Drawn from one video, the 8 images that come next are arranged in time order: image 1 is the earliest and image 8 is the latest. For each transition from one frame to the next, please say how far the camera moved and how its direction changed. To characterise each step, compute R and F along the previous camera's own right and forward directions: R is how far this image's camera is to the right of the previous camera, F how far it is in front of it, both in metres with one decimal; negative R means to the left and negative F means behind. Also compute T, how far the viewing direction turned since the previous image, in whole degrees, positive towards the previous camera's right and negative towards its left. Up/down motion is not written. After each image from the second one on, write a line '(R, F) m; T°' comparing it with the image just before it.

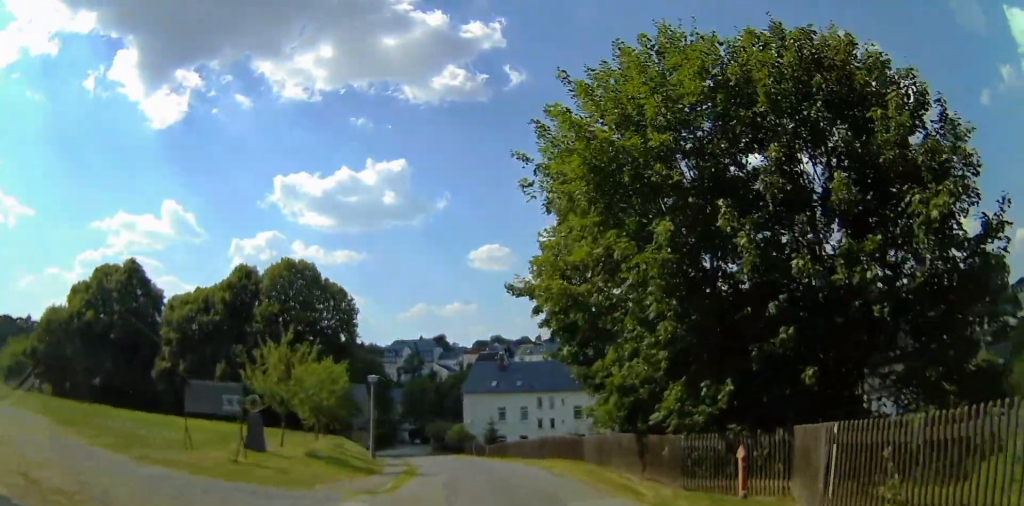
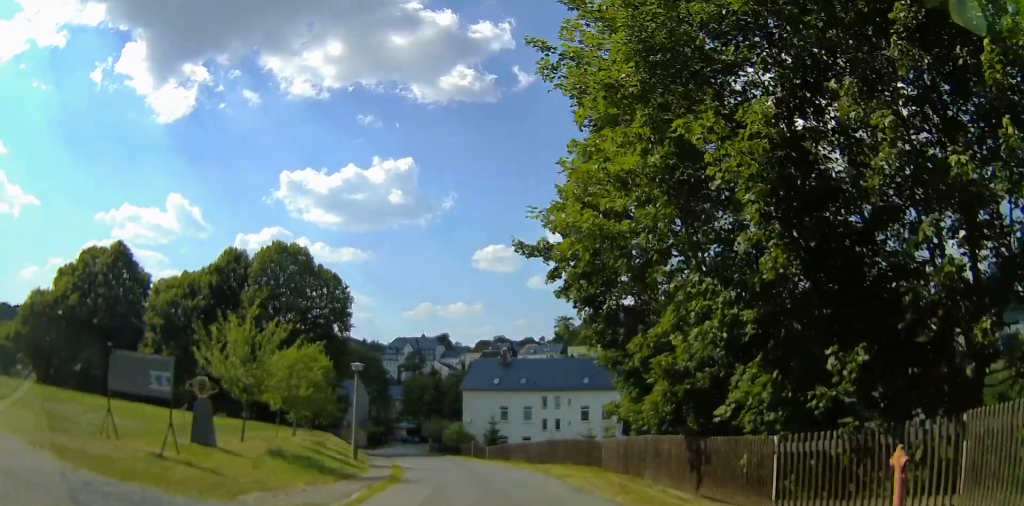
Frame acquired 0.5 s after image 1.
(-0.2, +4.3) m; -2°
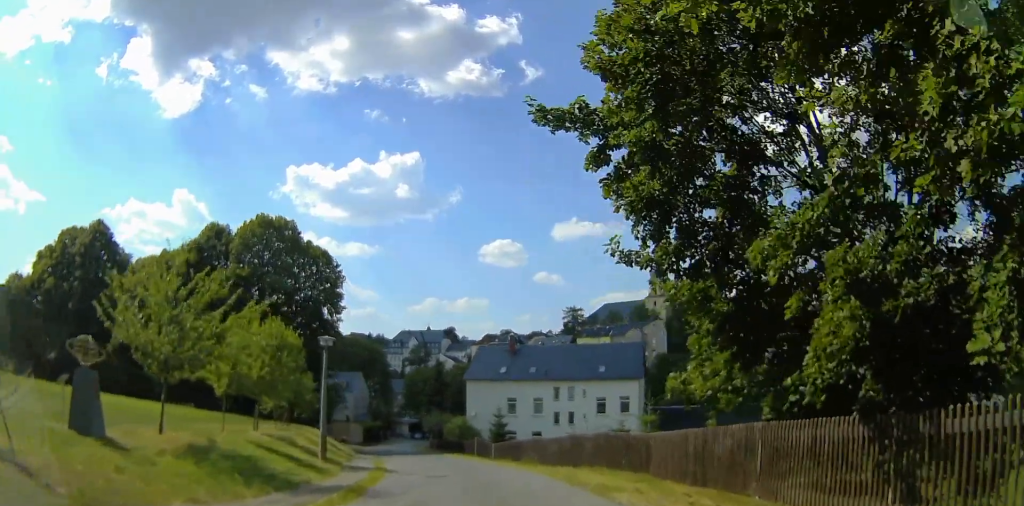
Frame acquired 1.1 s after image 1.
(-0.1, +6.4) m; -4°
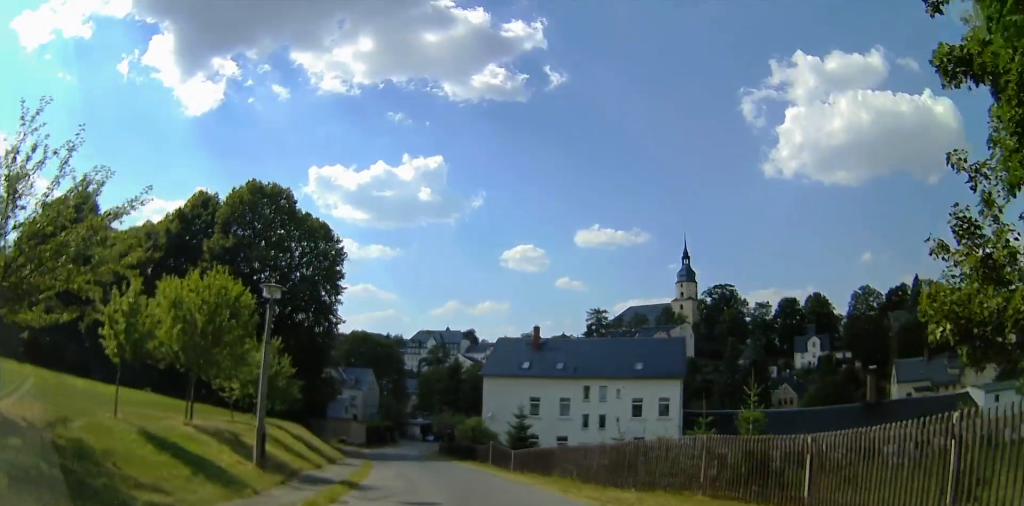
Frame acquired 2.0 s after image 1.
(-0.3, +7.8) m; -5°
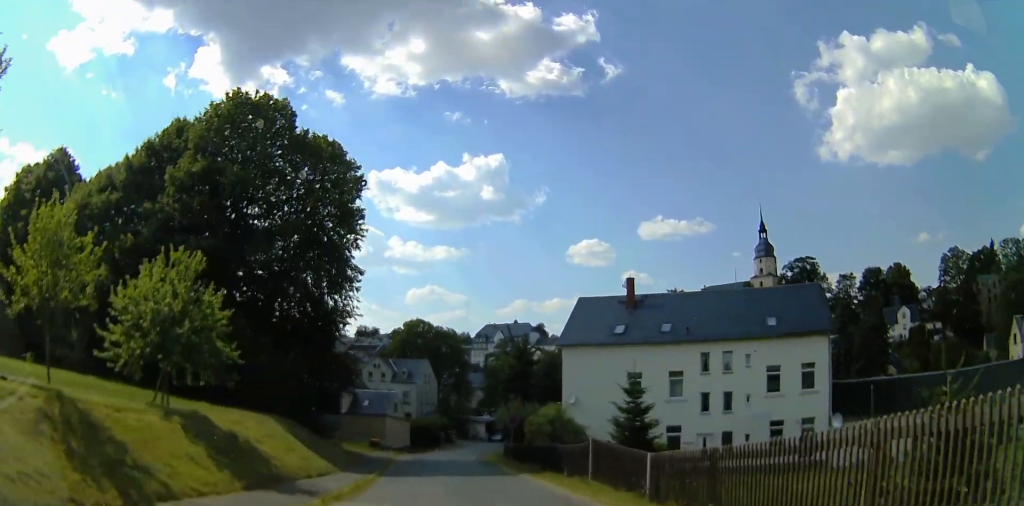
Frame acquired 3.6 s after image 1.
(-1.1, +16.2) m; -4°
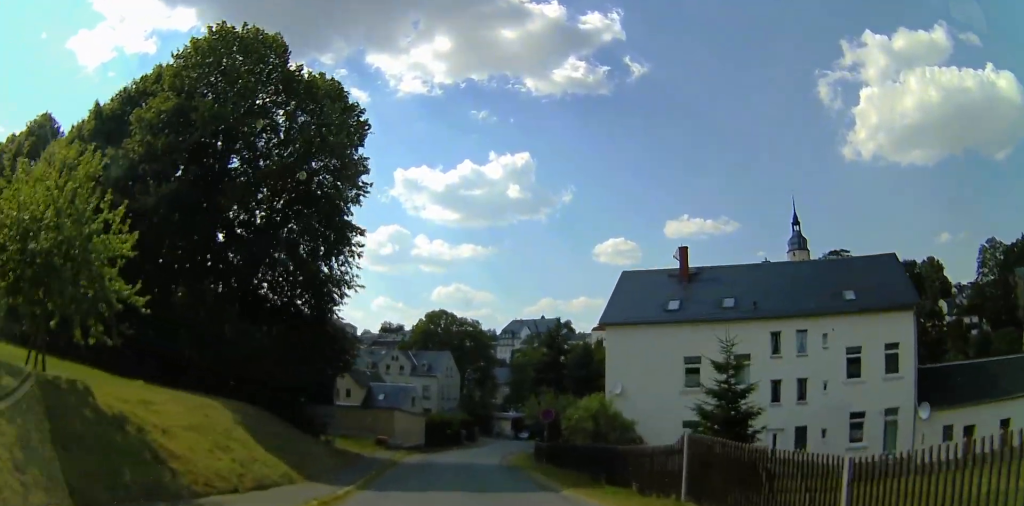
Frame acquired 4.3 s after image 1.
(0.0, +6.9) m; 0°
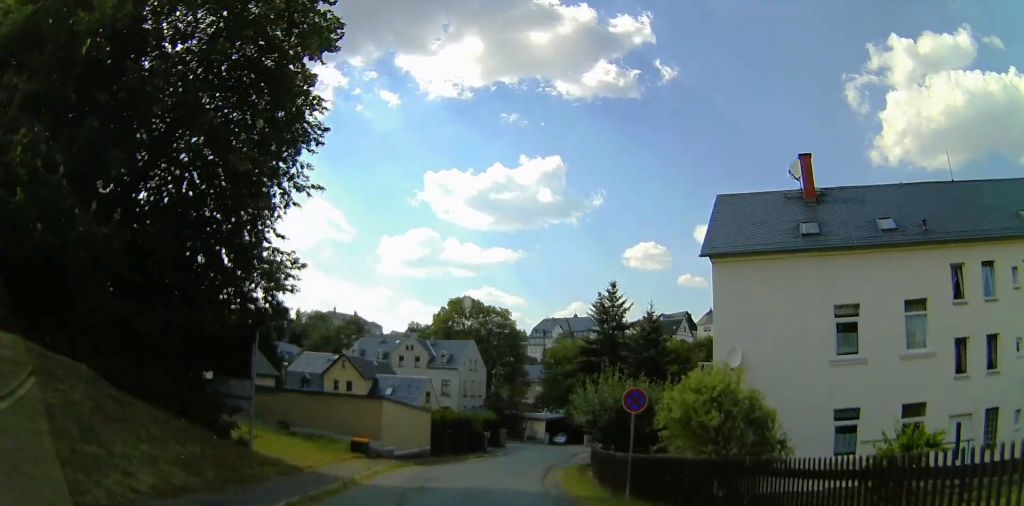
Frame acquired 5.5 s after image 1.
(0.0, +12.5) m; +2°
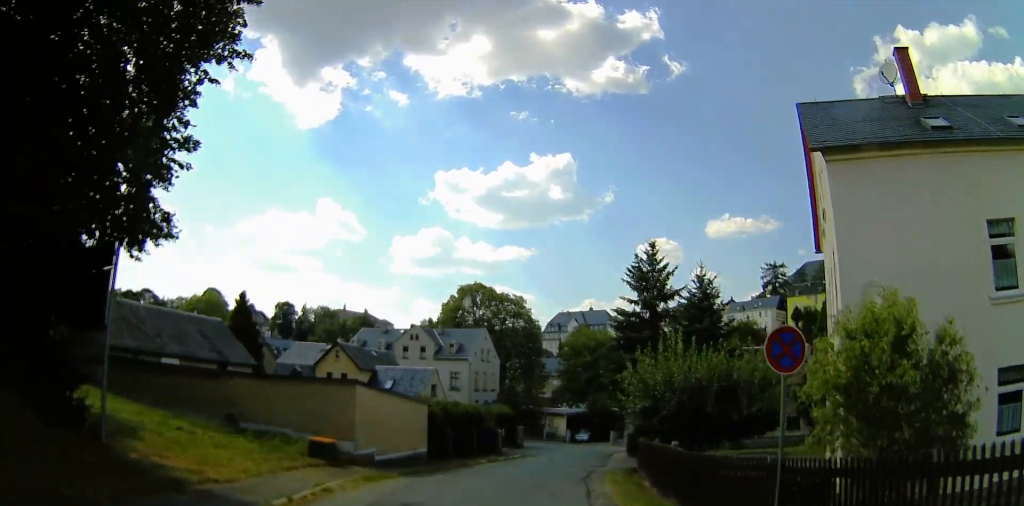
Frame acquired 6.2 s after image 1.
(+0.2, +6.9) m; +7°
